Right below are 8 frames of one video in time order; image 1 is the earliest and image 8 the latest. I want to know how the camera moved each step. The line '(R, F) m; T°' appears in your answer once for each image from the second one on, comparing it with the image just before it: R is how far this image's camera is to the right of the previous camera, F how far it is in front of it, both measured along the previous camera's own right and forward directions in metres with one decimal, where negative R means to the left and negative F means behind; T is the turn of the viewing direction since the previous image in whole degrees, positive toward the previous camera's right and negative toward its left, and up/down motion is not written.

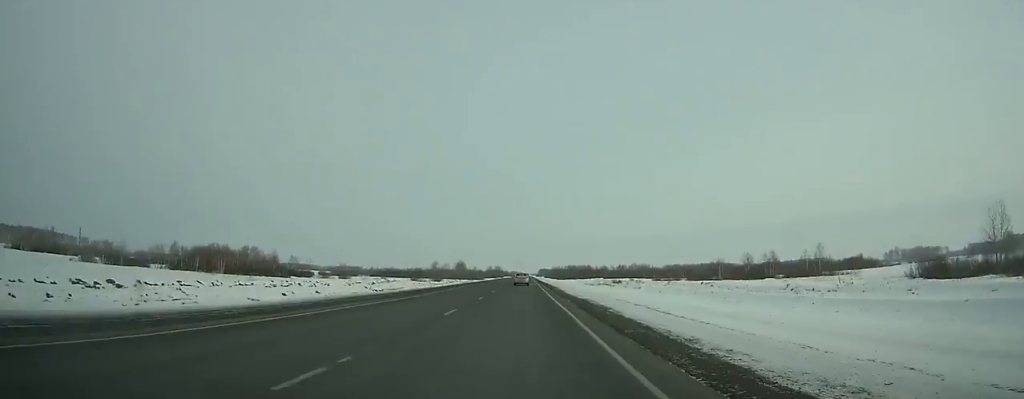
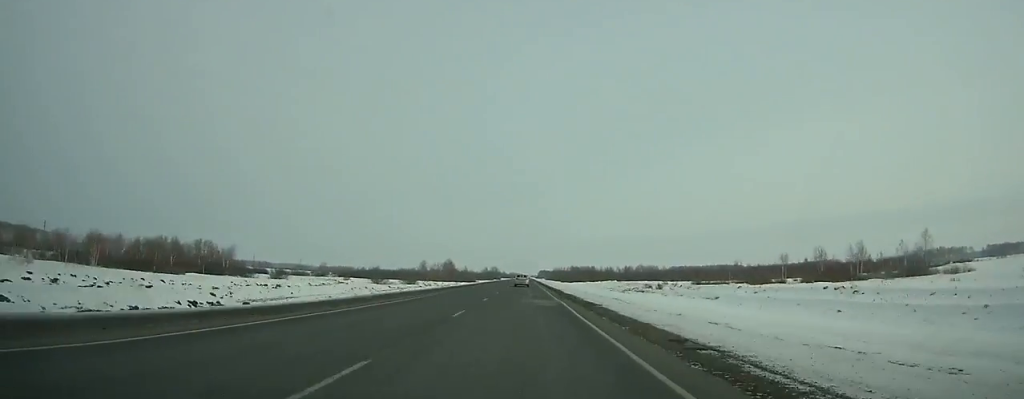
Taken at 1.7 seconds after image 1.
(-0.1, +48.6) m; 0°
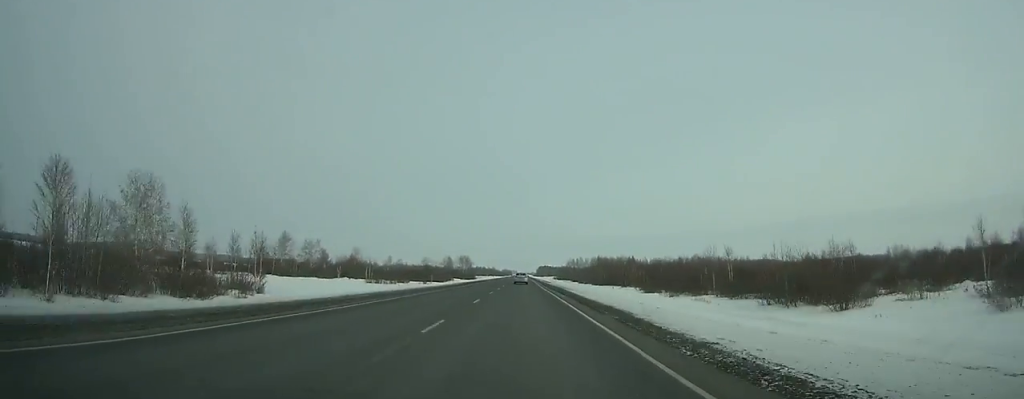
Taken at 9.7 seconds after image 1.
(+0.3, +233.7) m; 0°
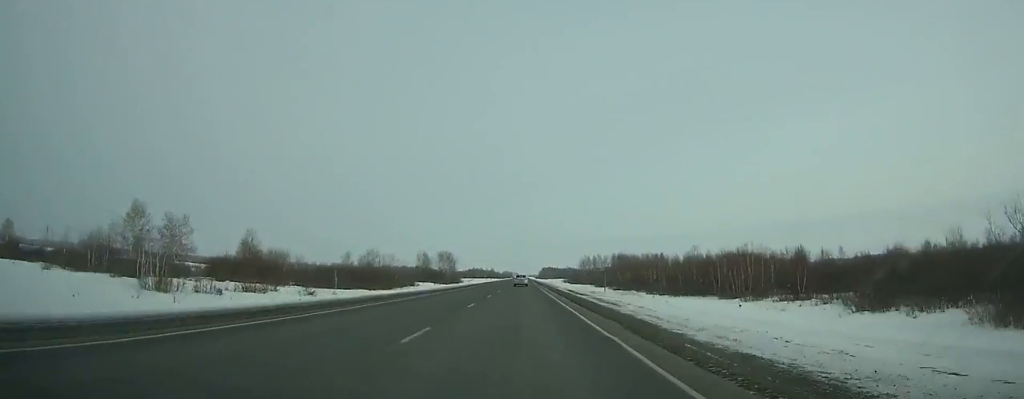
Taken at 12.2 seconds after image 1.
(0.0, +74.7) m; 0°
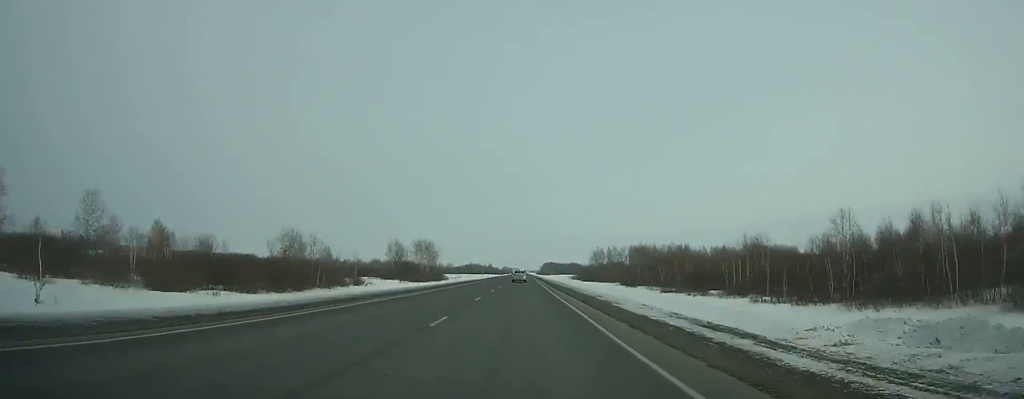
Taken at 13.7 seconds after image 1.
(-0.1, +45.3) m; 0°
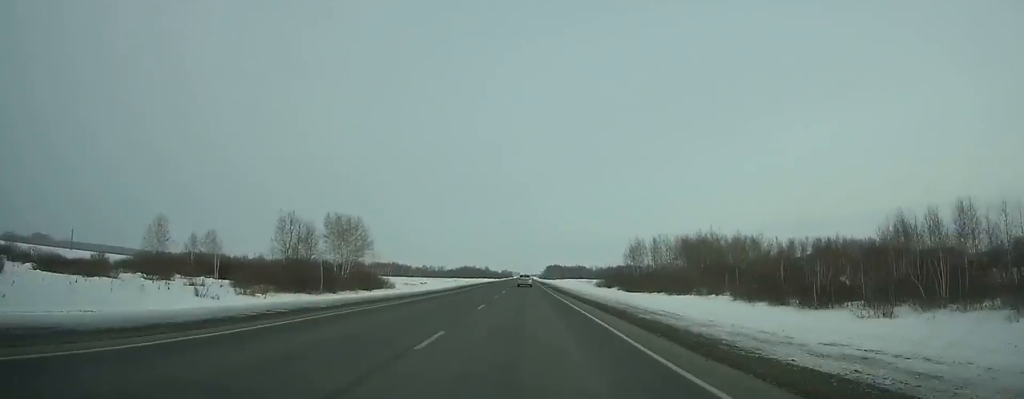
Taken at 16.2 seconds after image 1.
(+0.1, +75.6) m; 0°
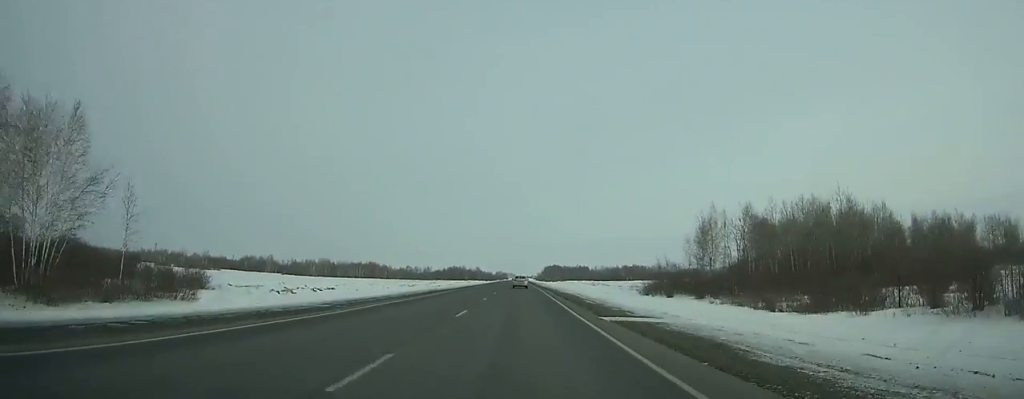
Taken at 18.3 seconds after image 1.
(+0.4, +63.7) m; 0°
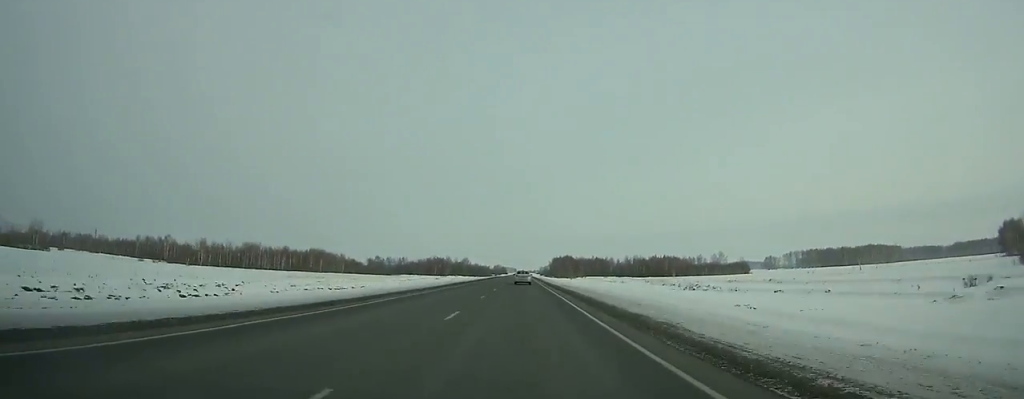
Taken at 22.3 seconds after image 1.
(-0.6, +121.3) m; 0°
